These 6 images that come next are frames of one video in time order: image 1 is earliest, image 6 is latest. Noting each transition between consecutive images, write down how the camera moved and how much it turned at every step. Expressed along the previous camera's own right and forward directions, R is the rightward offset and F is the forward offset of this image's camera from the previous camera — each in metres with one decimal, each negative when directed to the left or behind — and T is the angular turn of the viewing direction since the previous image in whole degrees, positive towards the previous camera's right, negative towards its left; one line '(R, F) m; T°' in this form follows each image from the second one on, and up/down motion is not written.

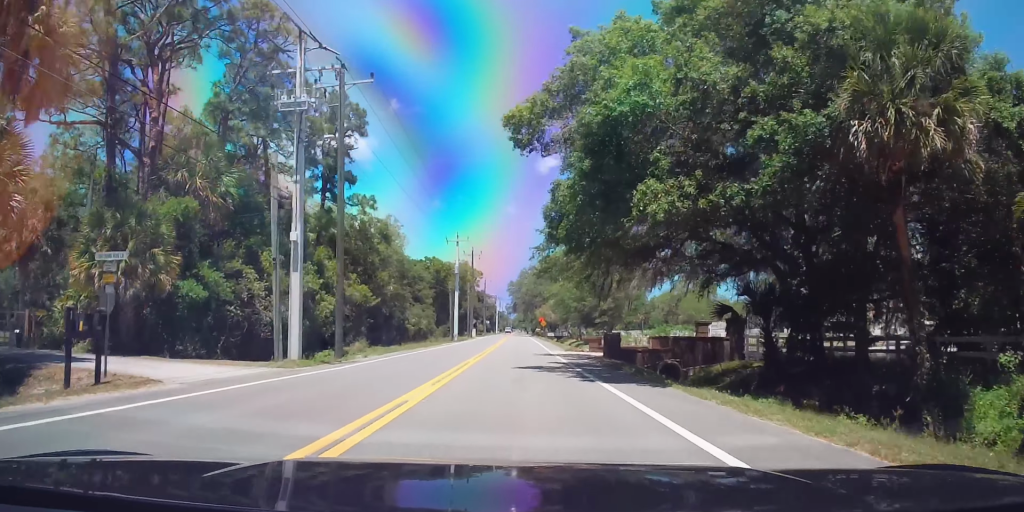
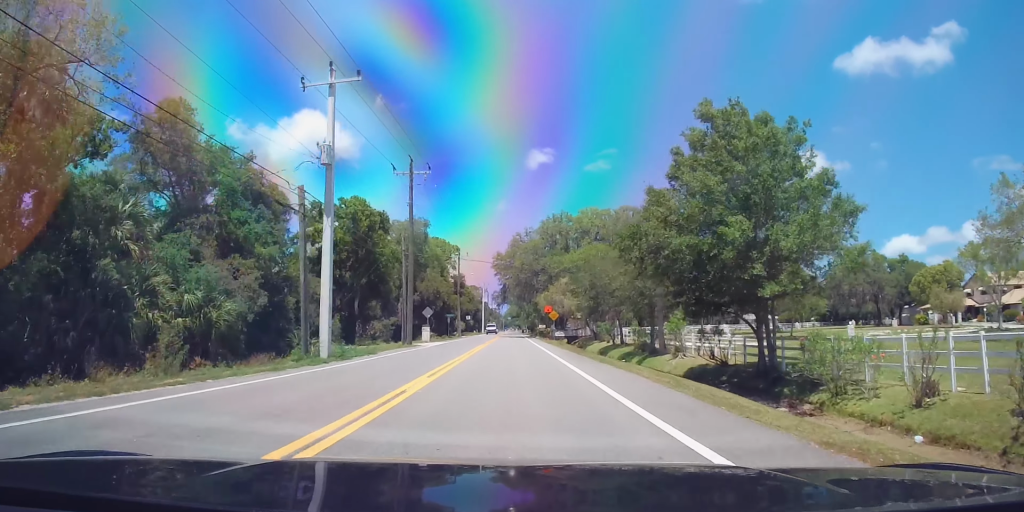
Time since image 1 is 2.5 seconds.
(+1.0, +48.9) m; +2°
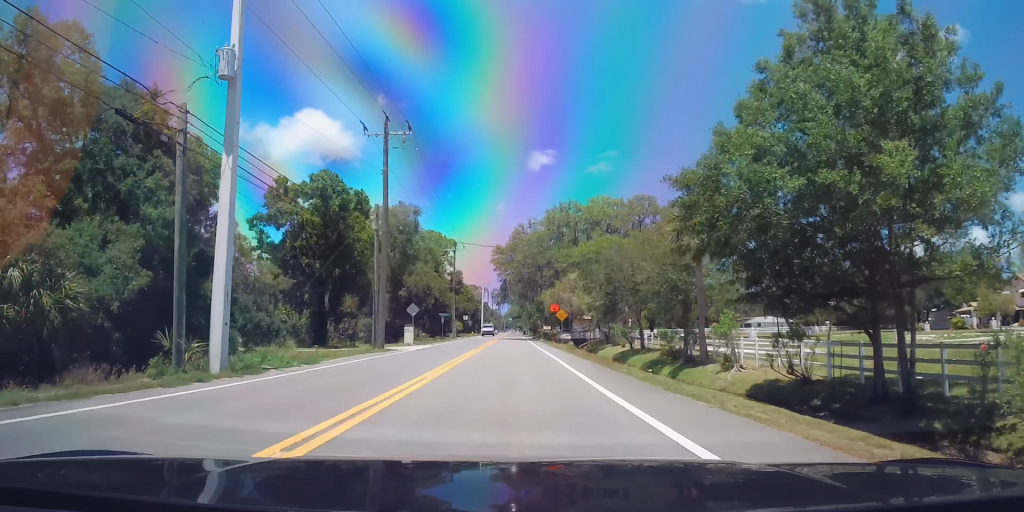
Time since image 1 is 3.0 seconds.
(0.0, +9.7) m; 0°
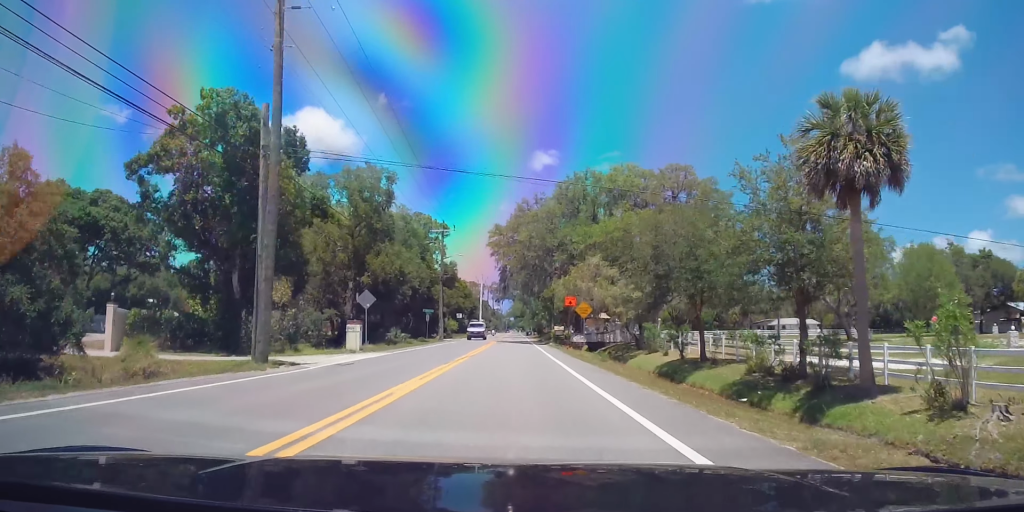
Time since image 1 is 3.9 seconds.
(0.0, +16.9) m; 0°
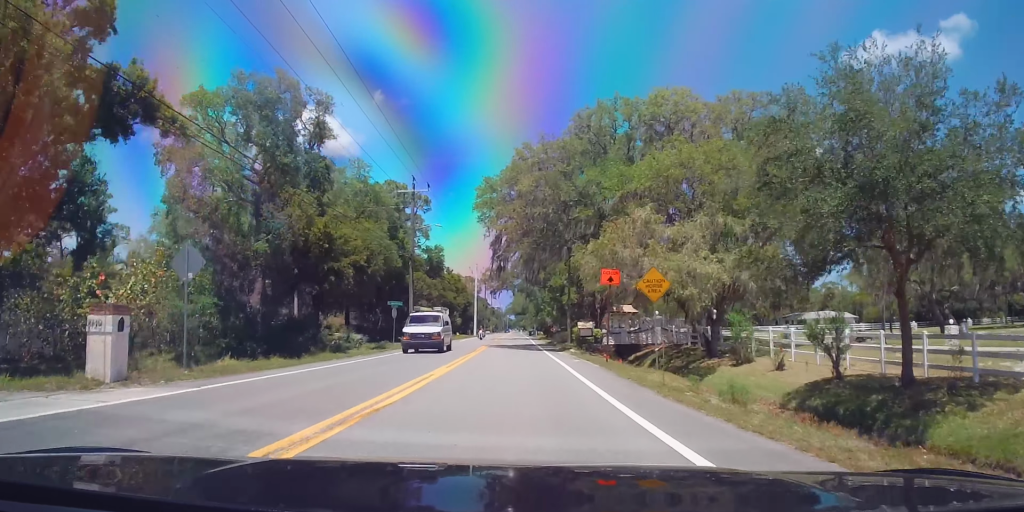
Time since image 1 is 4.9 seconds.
(0.0, +20.2) m; 0°
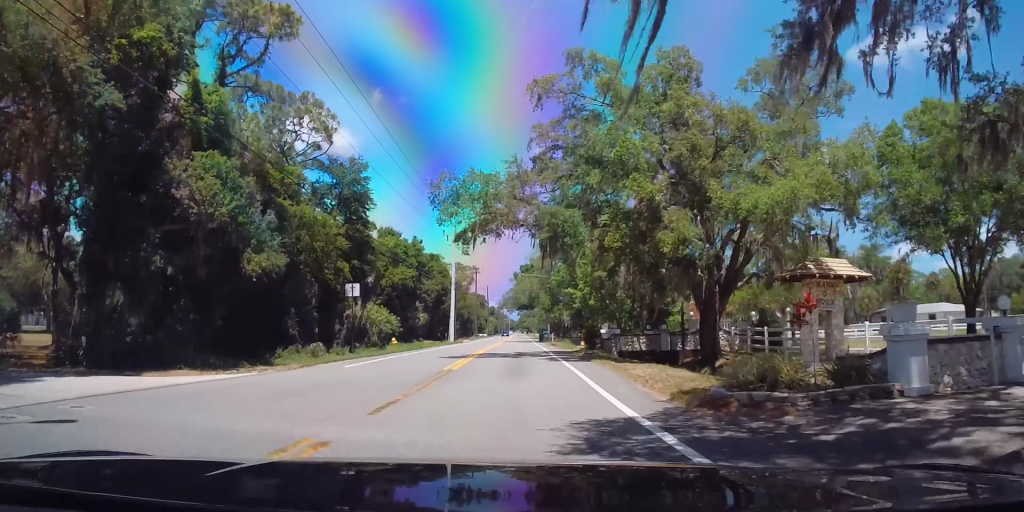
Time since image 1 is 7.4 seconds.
(0.0, +46.1) m; -1°
